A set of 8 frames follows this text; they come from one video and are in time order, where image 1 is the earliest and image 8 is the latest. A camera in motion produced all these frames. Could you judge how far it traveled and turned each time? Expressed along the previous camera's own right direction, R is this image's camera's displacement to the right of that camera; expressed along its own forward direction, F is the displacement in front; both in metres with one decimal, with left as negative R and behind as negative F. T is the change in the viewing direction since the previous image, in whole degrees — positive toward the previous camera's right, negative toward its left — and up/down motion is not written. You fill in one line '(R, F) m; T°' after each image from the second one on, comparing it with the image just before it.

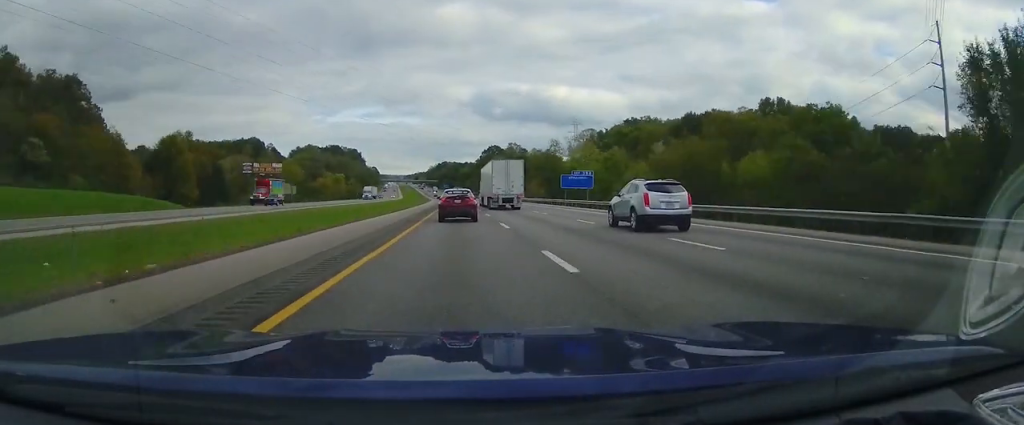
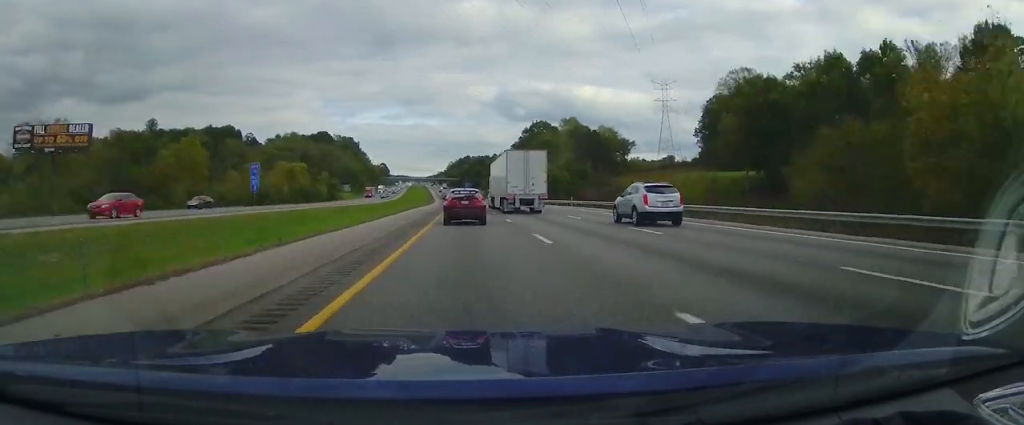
(-2.5, +125.7) m; -2°
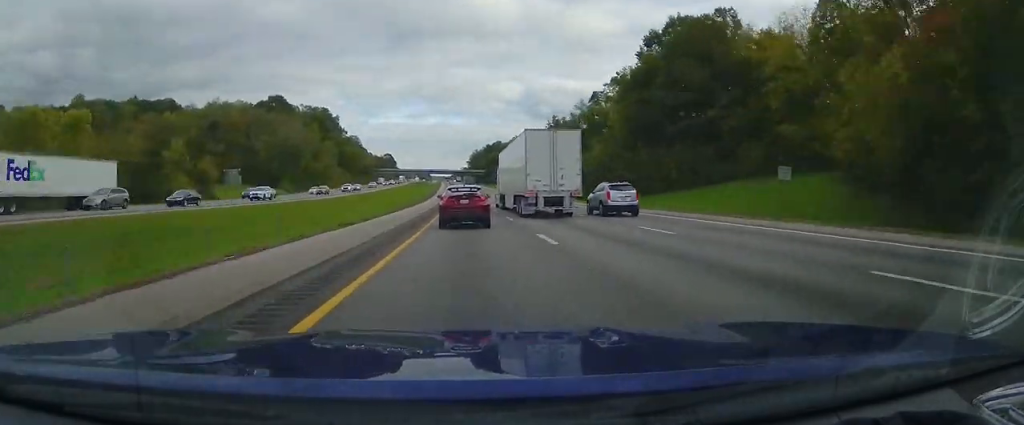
(-2.8, +143.2) m; -2°
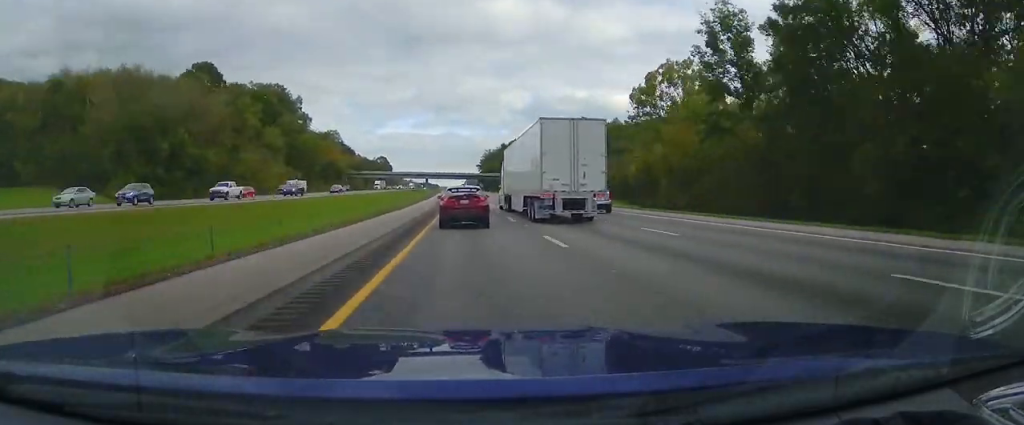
(-0.4, +84.5) m; -1°
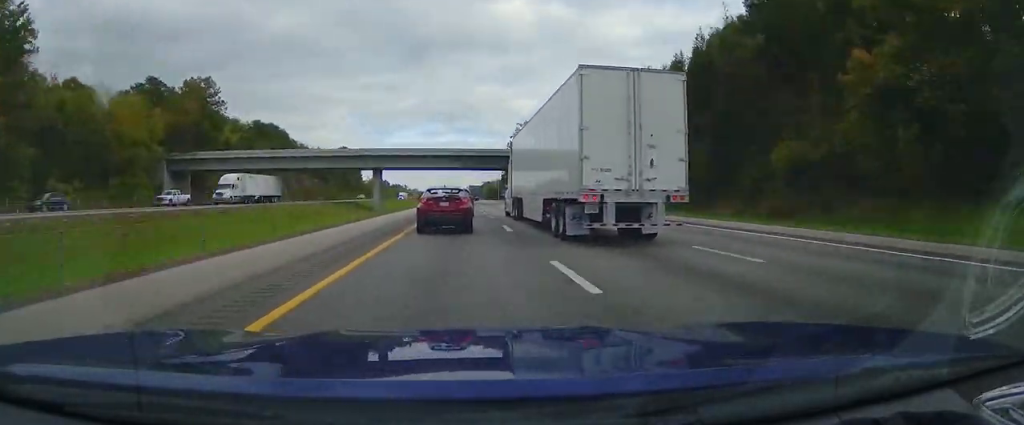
(-2.2, +162.2) m; -1°
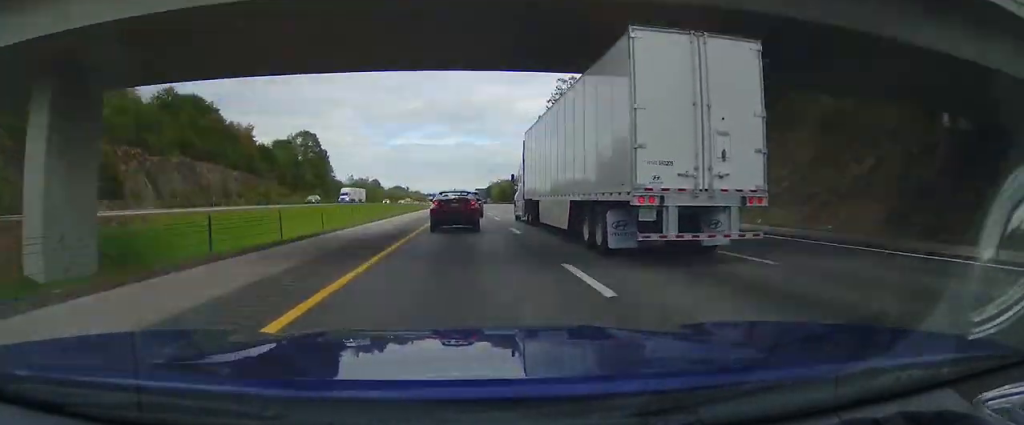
(-0.6, +74.2) m; 0°
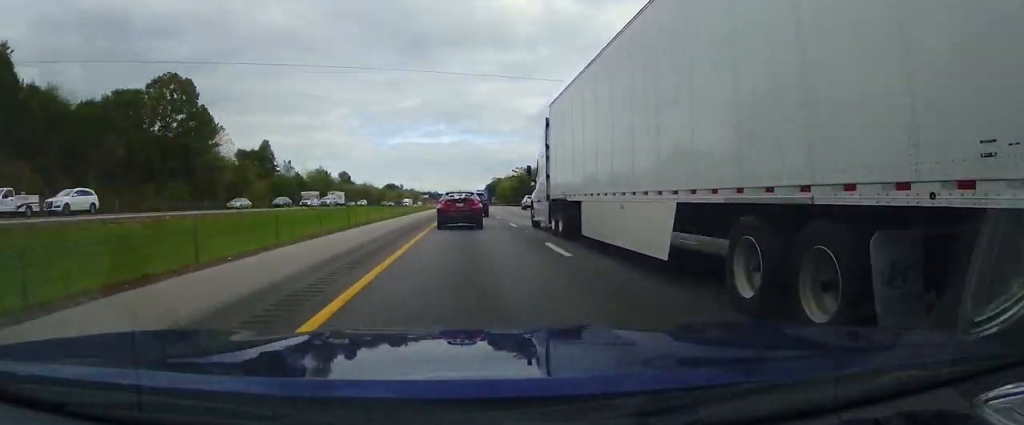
(+0.7, +92.1) m; 0°
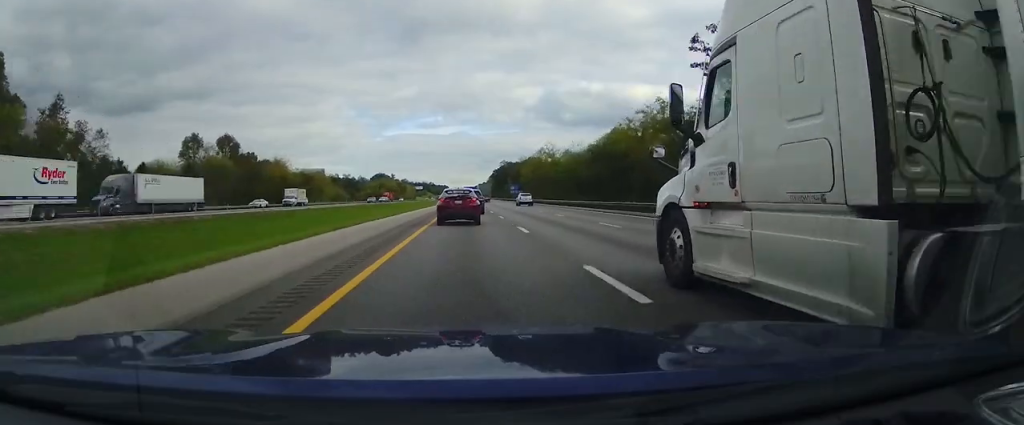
(-0.1, +136.2) m; 0°
